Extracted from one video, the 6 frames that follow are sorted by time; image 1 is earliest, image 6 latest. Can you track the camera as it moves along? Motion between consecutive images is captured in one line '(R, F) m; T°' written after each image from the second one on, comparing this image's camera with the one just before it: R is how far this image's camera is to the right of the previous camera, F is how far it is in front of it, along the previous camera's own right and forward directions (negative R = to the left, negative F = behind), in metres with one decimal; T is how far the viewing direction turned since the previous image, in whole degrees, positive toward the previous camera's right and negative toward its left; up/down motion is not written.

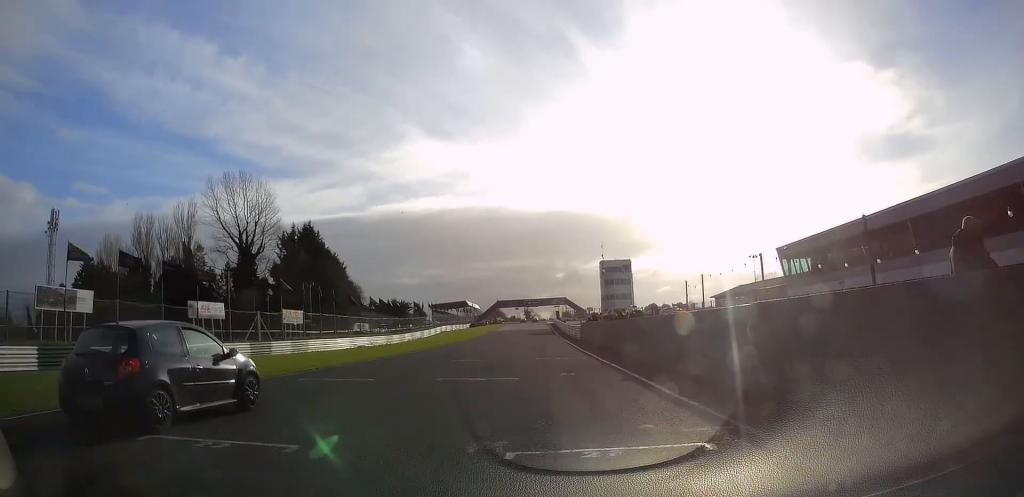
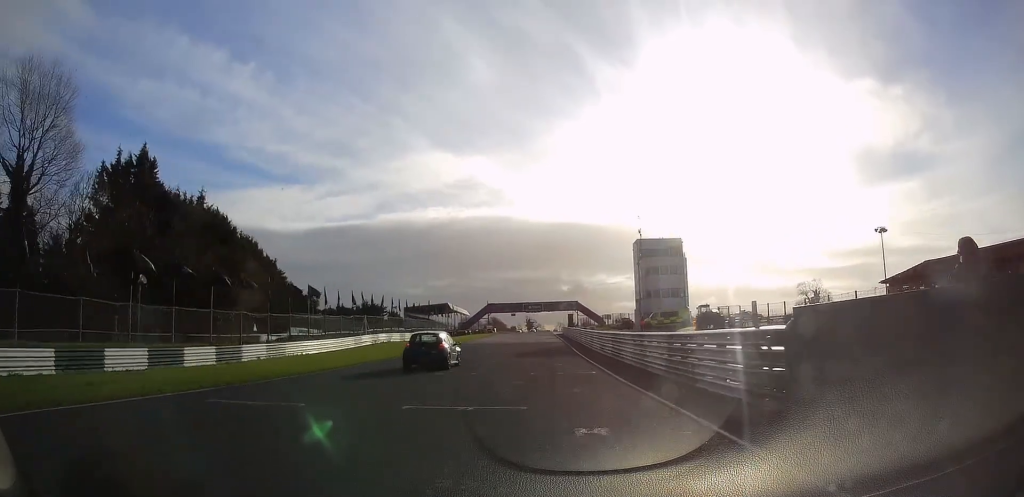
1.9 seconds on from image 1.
(-0.4, +46.0) m; -1°
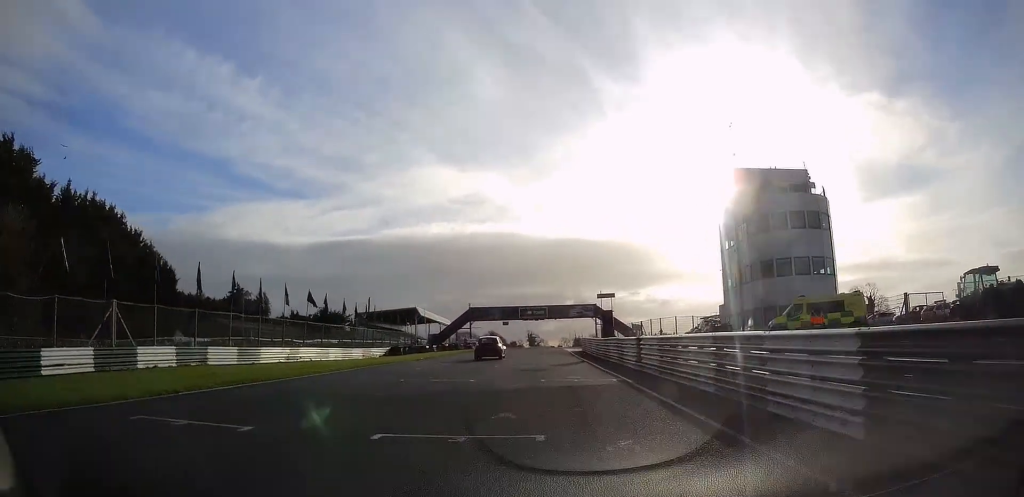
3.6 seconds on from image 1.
(0.0, +42.9) m; 0°
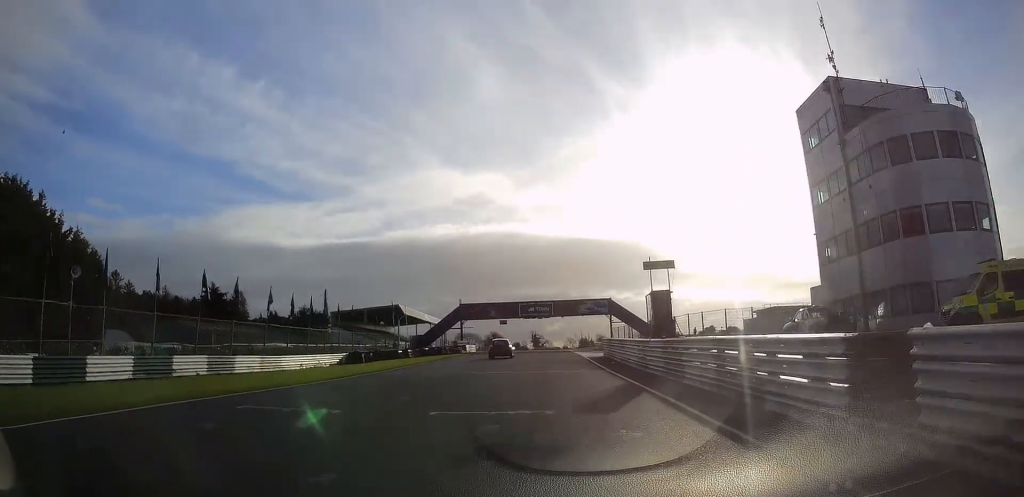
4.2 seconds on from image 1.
(-0.1, +16.9) m; -1°
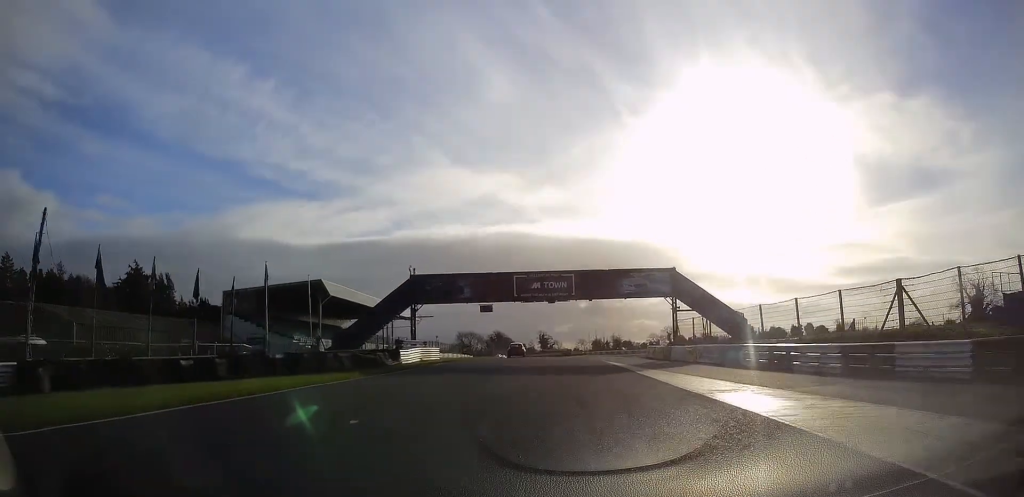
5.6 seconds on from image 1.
(-0.3, +38.5) m; -1°
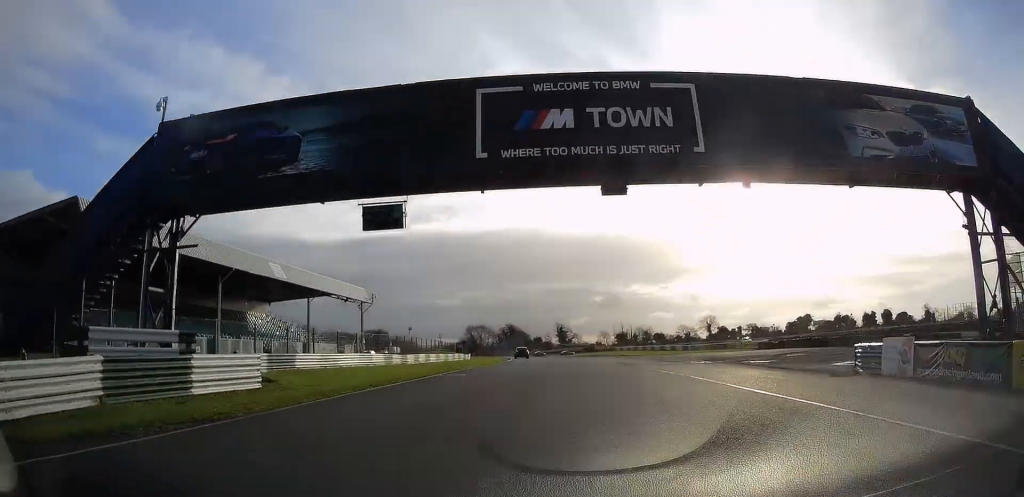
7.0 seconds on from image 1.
(-0.4, +36.9) m; -1°
